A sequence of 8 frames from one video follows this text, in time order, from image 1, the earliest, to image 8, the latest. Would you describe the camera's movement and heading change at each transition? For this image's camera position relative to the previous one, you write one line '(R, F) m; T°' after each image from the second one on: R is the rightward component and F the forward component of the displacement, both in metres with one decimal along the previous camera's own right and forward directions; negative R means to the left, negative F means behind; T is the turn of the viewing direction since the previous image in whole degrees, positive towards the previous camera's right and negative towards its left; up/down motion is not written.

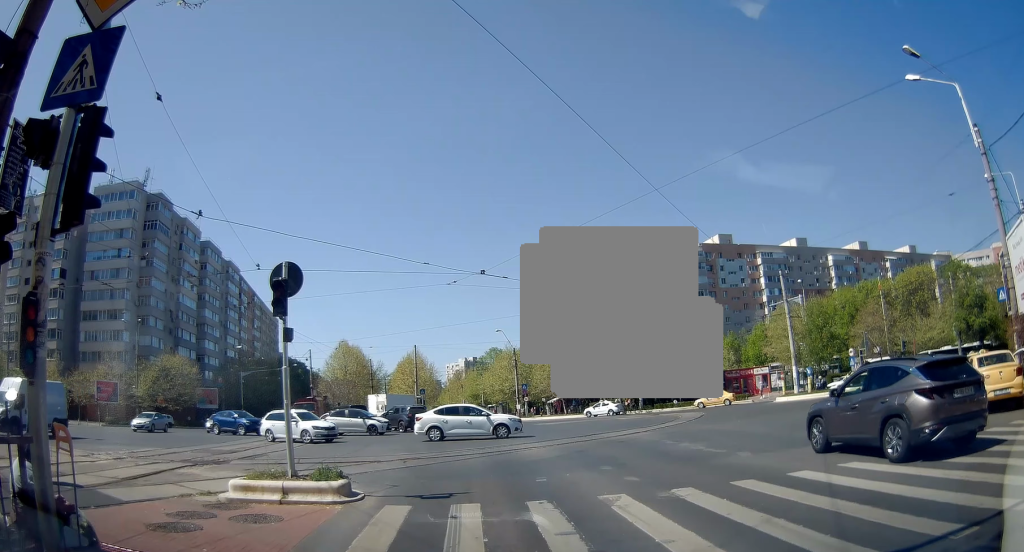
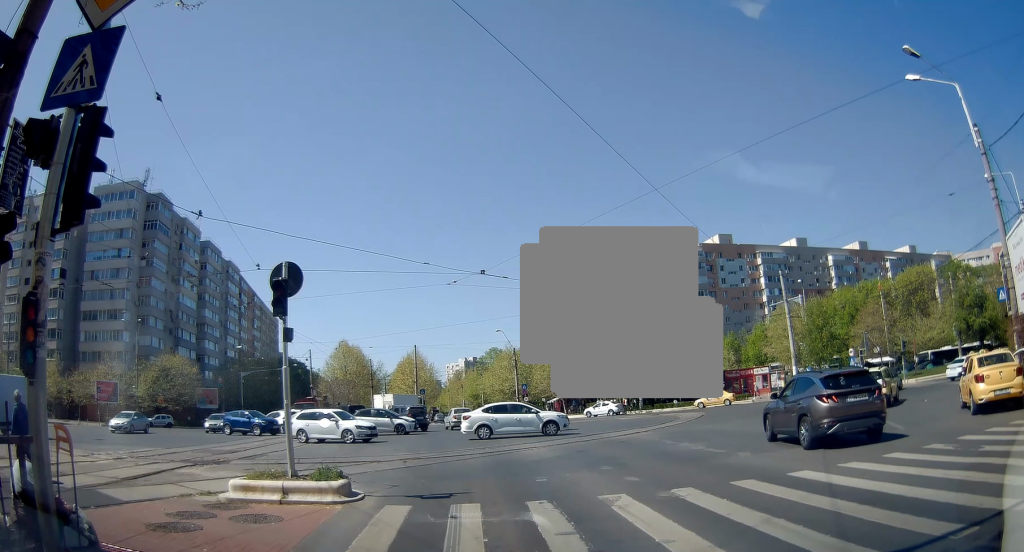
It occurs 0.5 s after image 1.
(0.0, 0.0) m; 0°
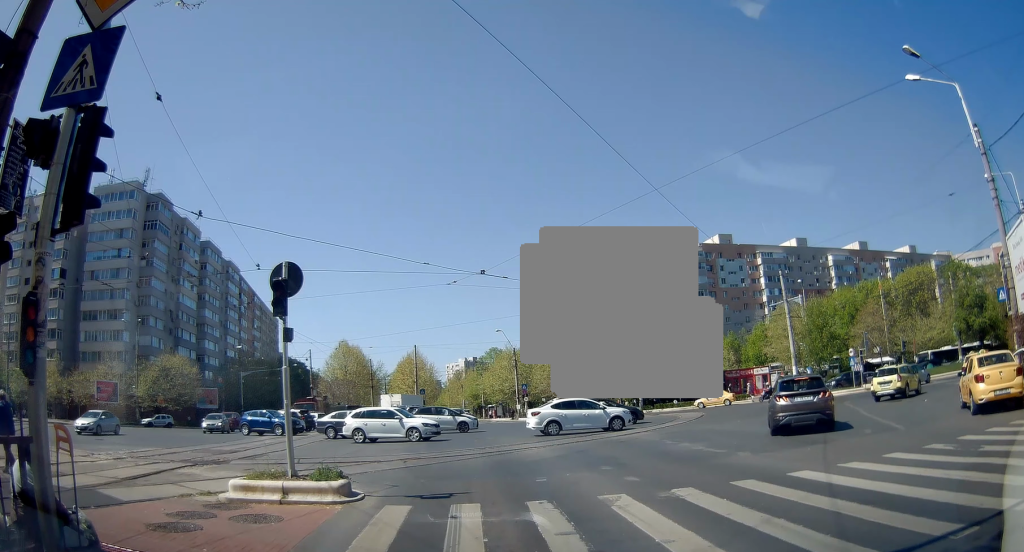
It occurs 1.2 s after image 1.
(0.0, 0.0) m; 0°
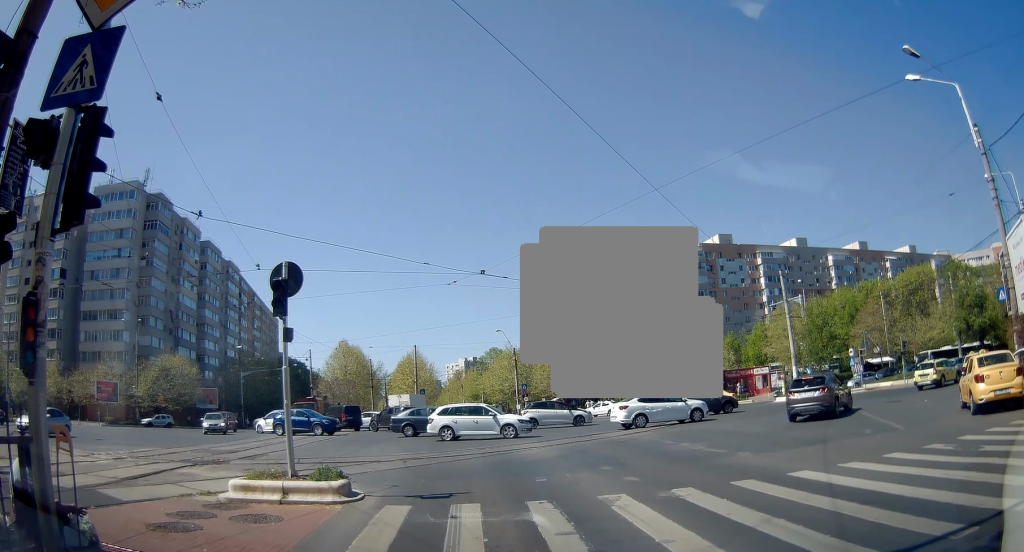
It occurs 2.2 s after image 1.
(0.0, 0.0) m; 0°
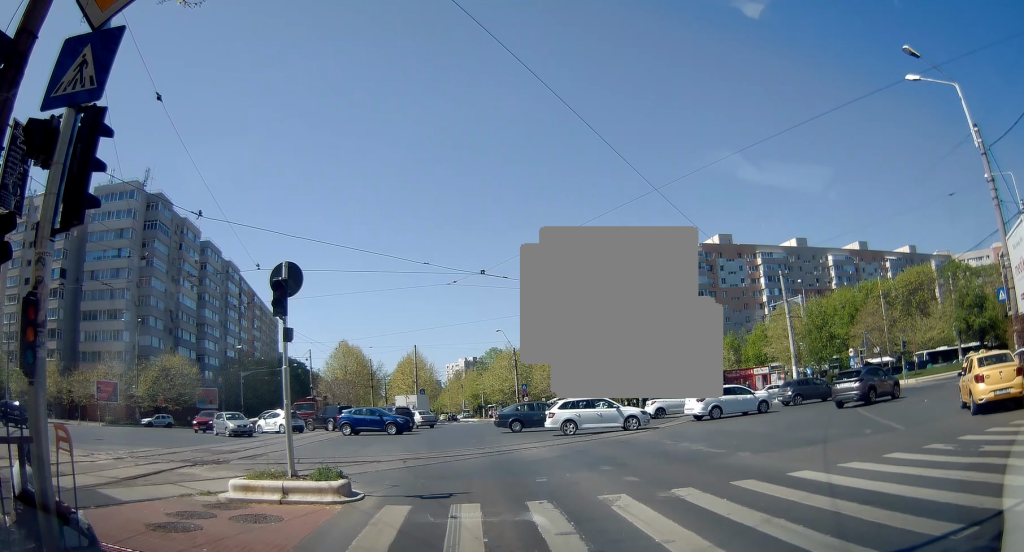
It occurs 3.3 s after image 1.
(0.0, 0.0) m; 0°
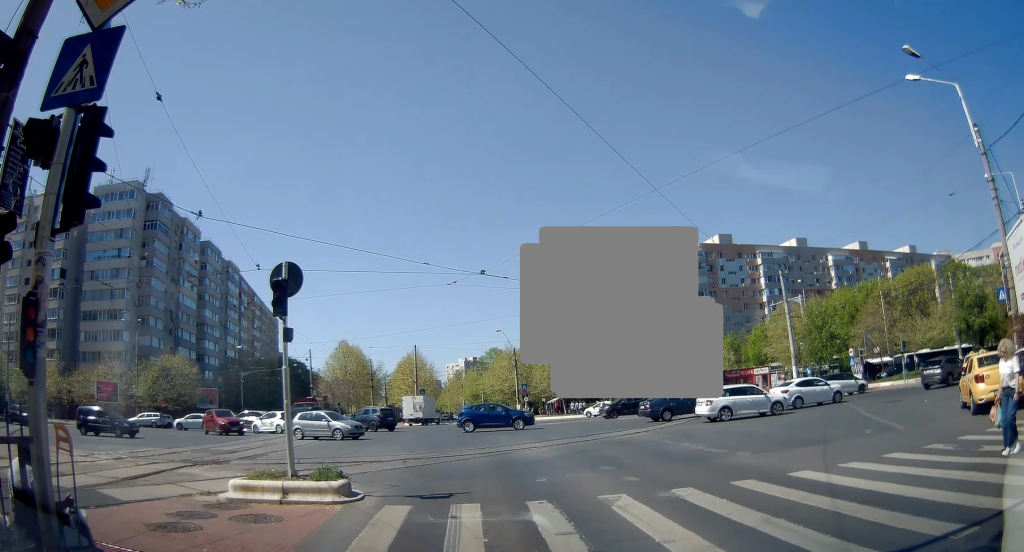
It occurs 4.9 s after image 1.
(0.0, 0.0) m; 0°
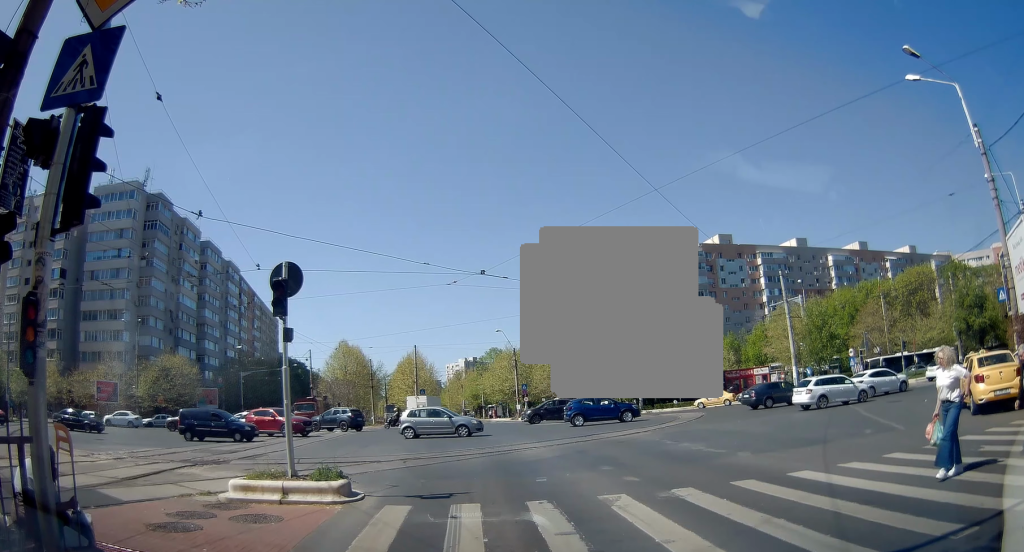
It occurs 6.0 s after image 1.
(0.0, 0.0) m; 0°
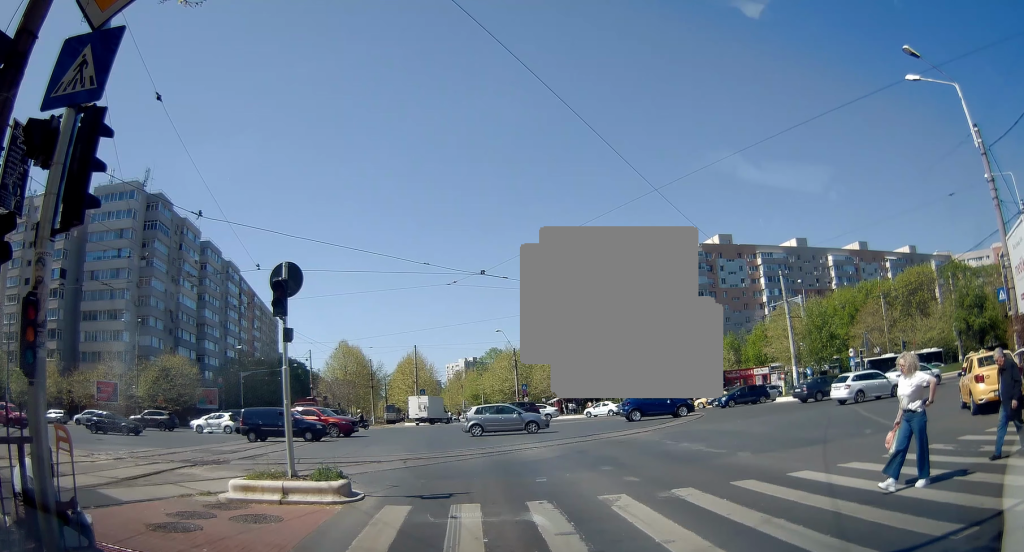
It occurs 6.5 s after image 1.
(0.0, 0.0) m; 0°
